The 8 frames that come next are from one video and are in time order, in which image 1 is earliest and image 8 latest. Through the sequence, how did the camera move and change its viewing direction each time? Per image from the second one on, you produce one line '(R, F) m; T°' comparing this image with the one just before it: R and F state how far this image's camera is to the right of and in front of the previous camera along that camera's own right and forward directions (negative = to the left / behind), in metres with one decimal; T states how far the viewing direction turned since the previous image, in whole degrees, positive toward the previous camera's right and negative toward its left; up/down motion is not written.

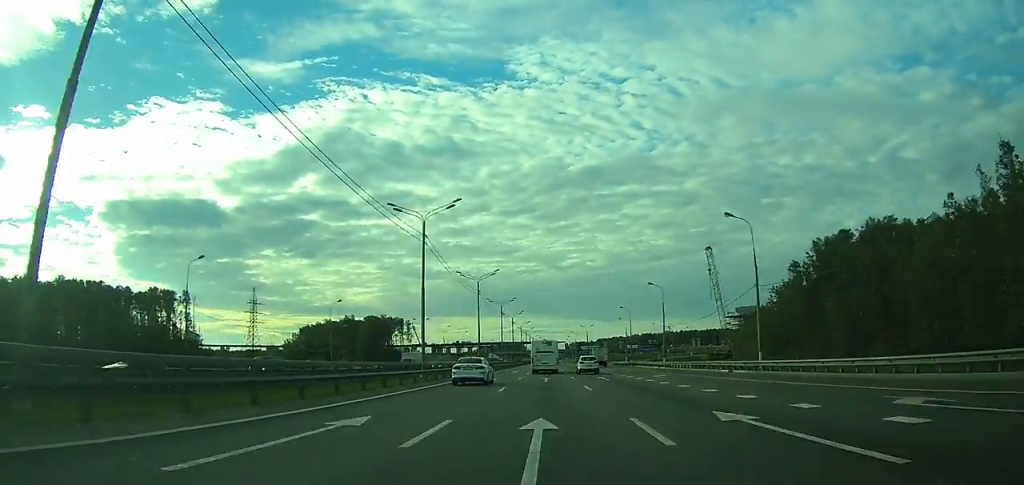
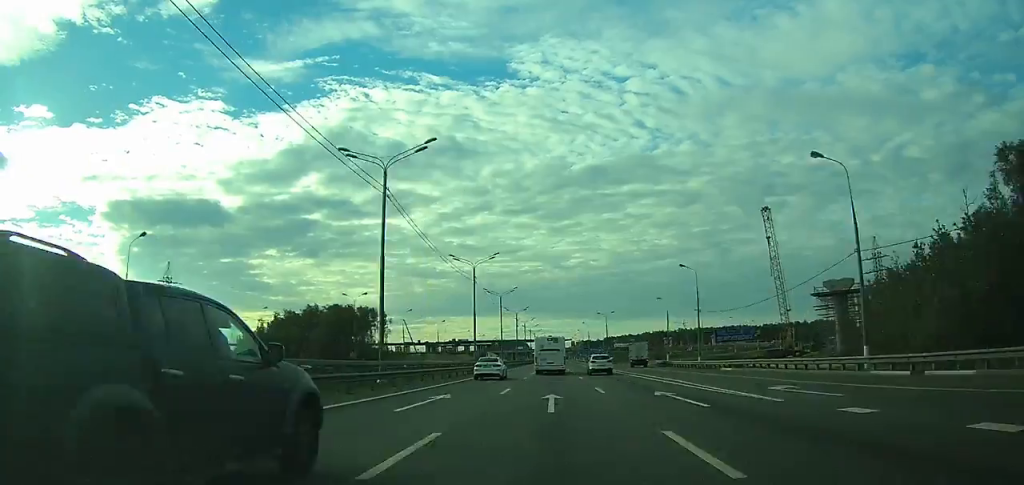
(-0.1, +50.0) m; 0°
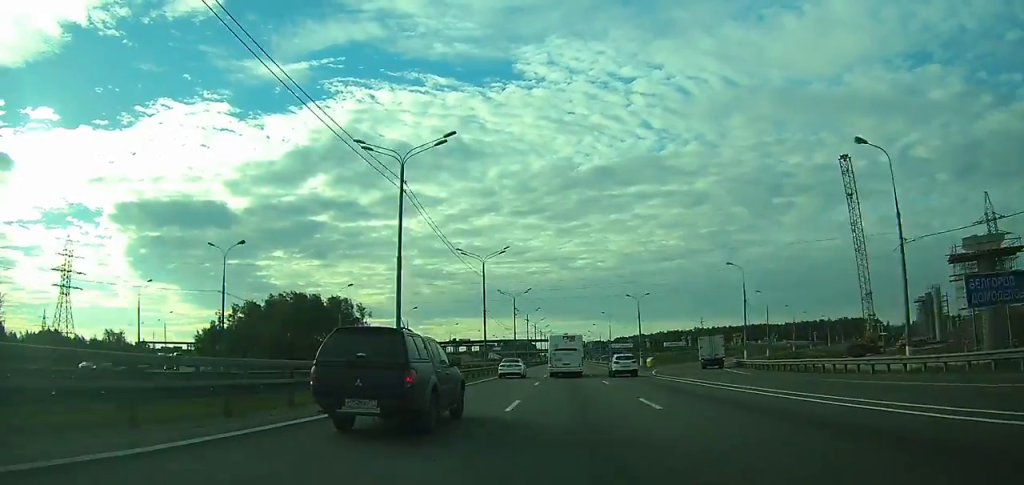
(-0.1, +41.2) m; 0°
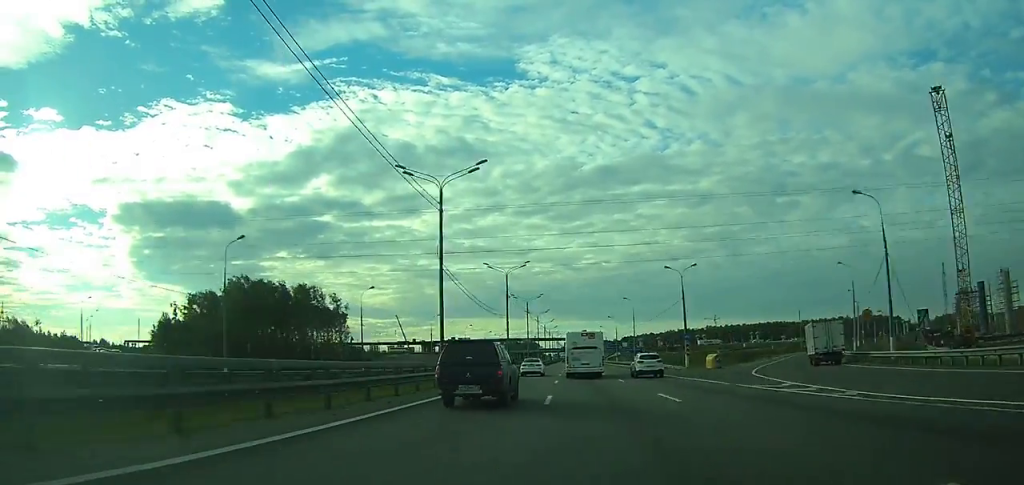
(0.0, +31.3) m; 0°
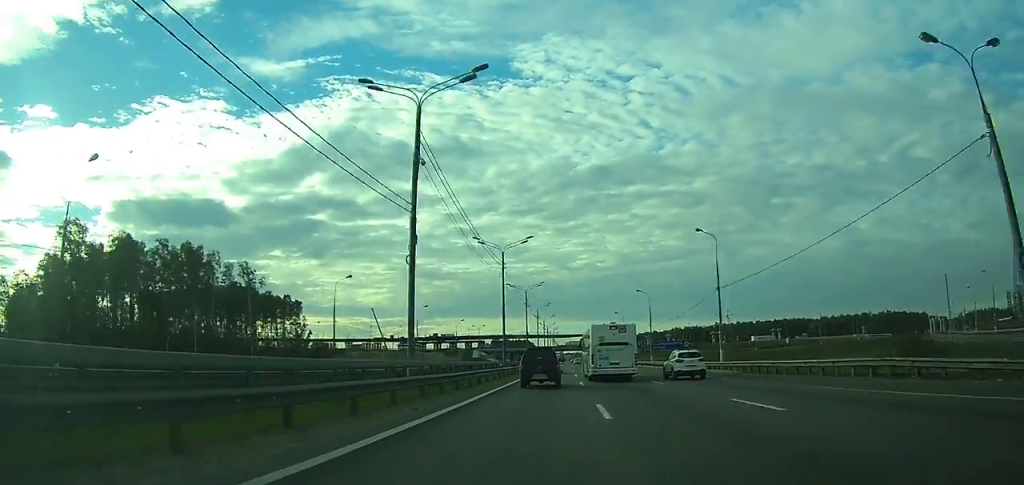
(-0.2, +53.1) m; 0°
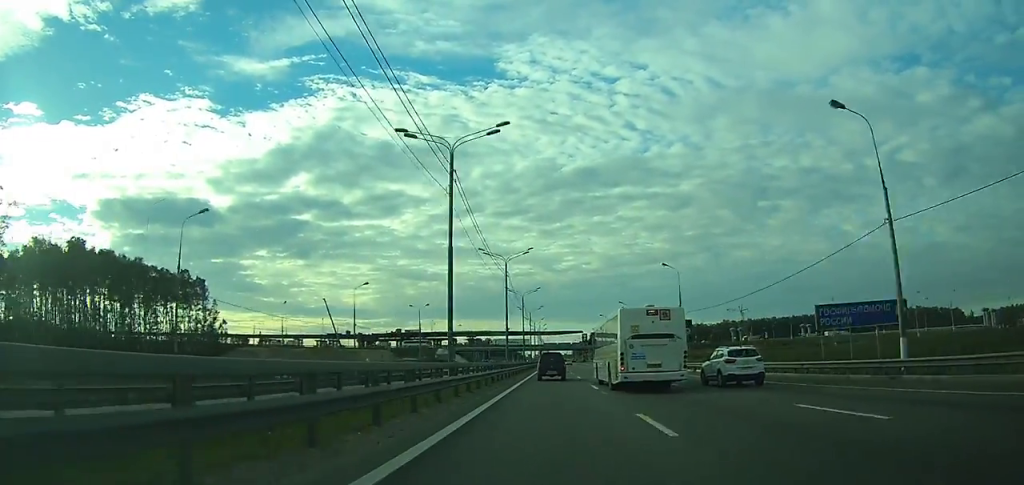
(+0.4, +64.7) m; +1°
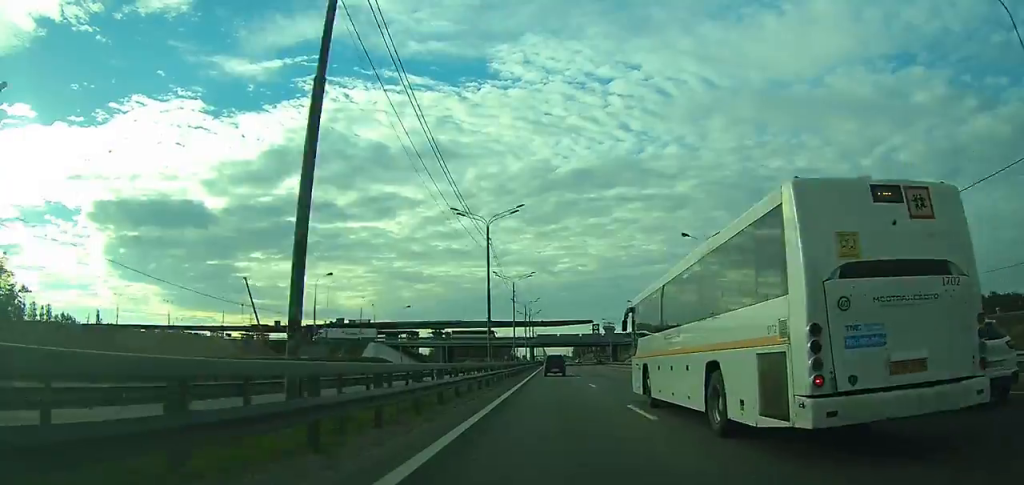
(+0.5, +91.3) m; 0°
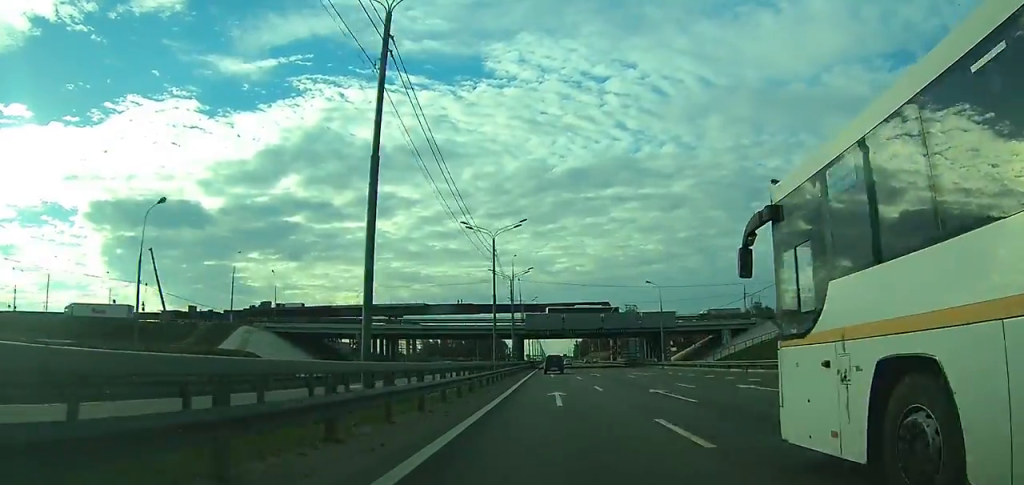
(-0.1, +69.1) m; 0°
